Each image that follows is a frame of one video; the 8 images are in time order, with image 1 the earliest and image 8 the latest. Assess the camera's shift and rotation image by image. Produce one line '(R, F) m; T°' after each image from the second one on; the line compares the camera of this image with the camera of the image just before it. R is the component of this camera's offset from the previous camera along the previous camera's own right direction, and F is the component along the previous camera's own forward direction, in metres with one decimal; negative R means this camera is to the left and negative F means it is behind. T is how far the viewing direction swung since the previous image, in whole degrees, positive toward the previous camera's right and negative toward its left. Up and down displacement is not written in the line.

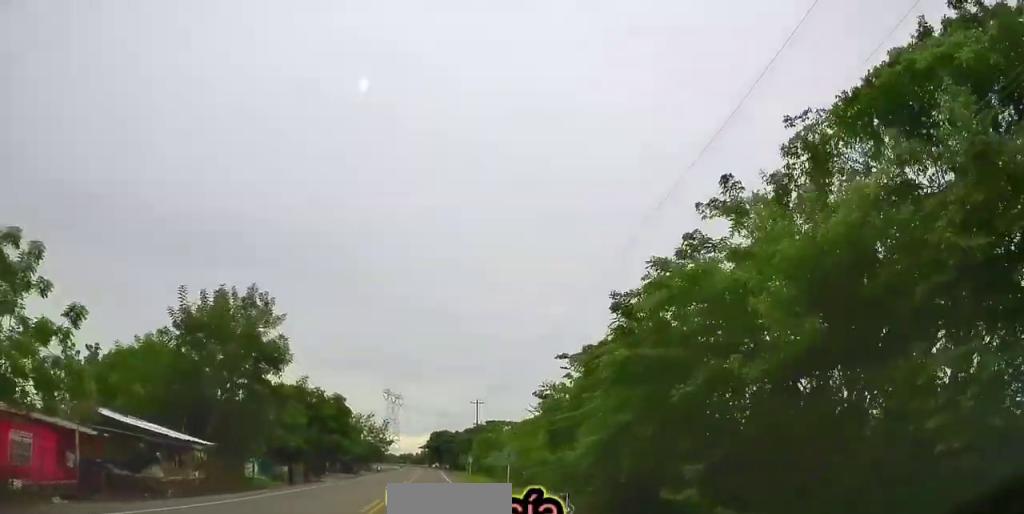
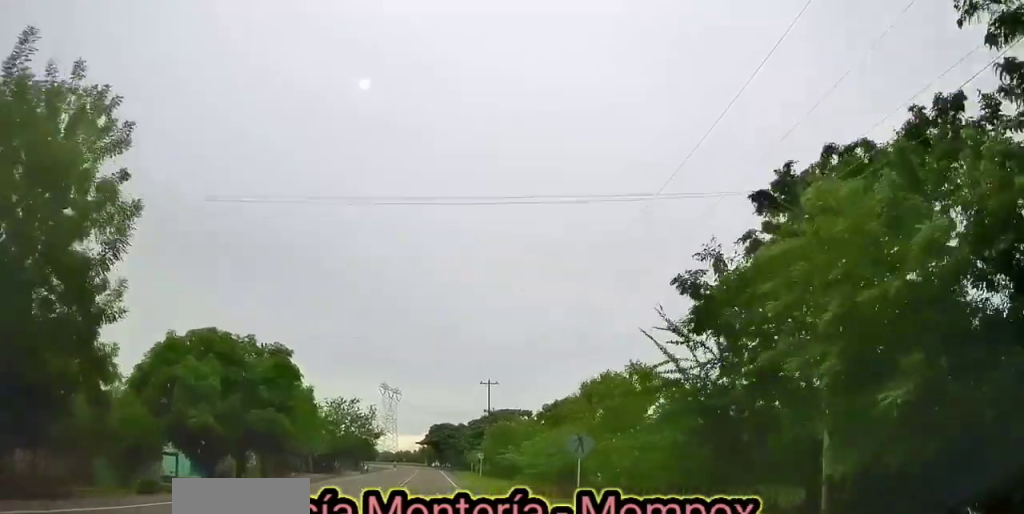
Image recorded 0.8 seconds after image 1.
(+0.4, +17.3) m; +1°
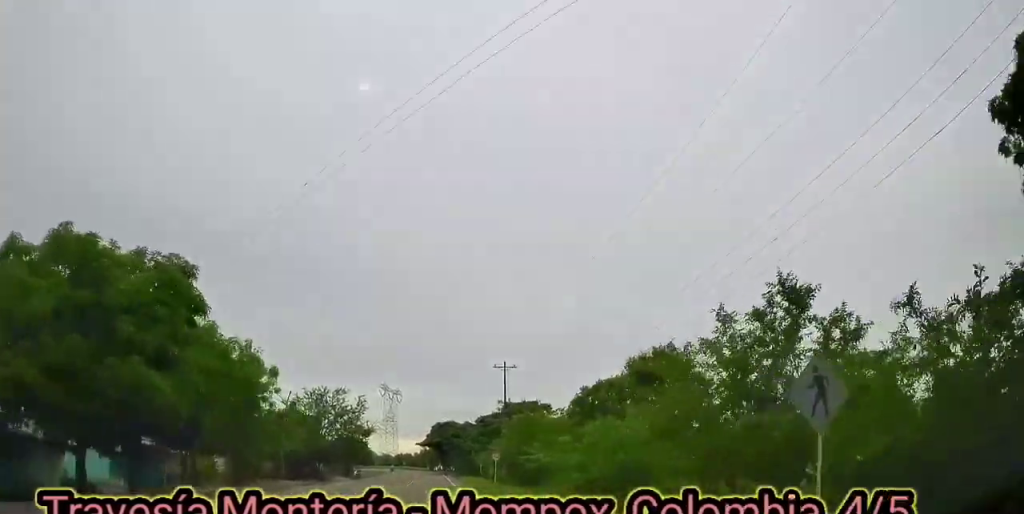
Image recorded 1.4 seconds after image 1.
(0.0, +12.0) m; 0°
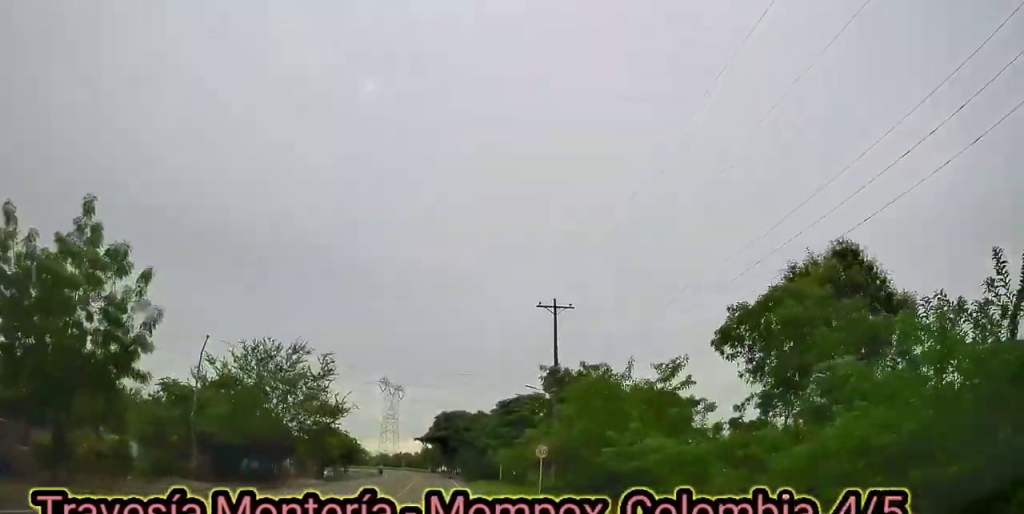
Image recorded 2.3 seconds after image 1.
(0.0, +19.6) m; 0°
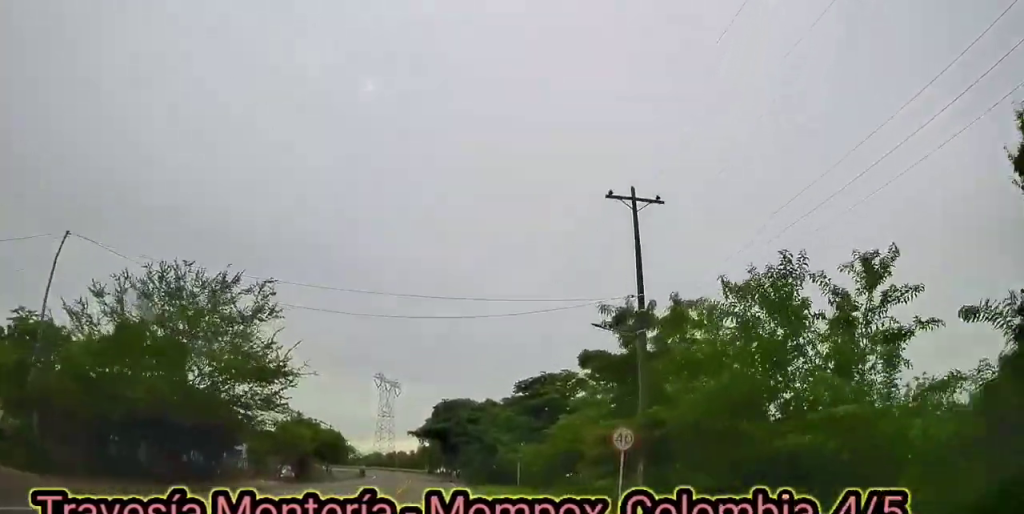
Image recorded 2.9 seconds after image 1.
(0.0, +13.5) m; 0°
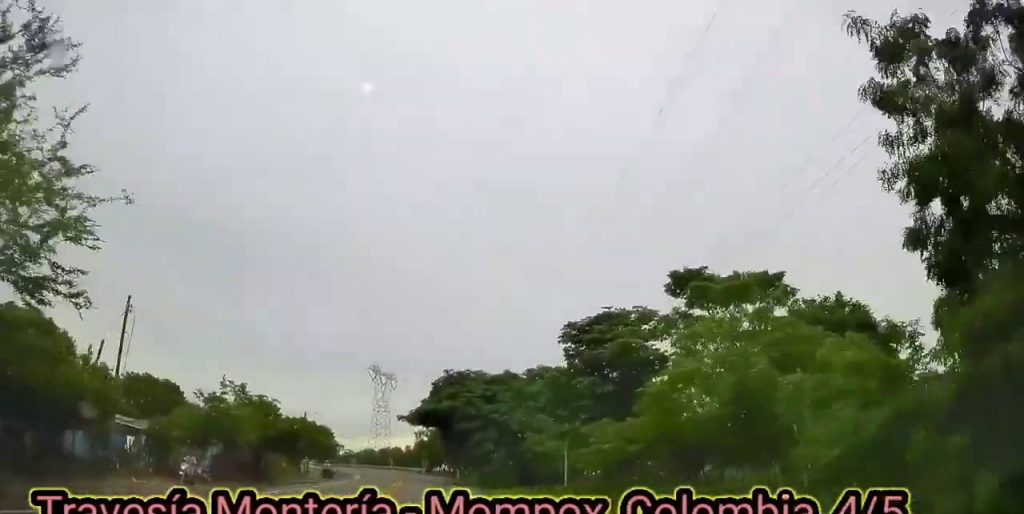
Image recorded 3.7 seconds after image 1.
(0.0, +15.7) m; -1°
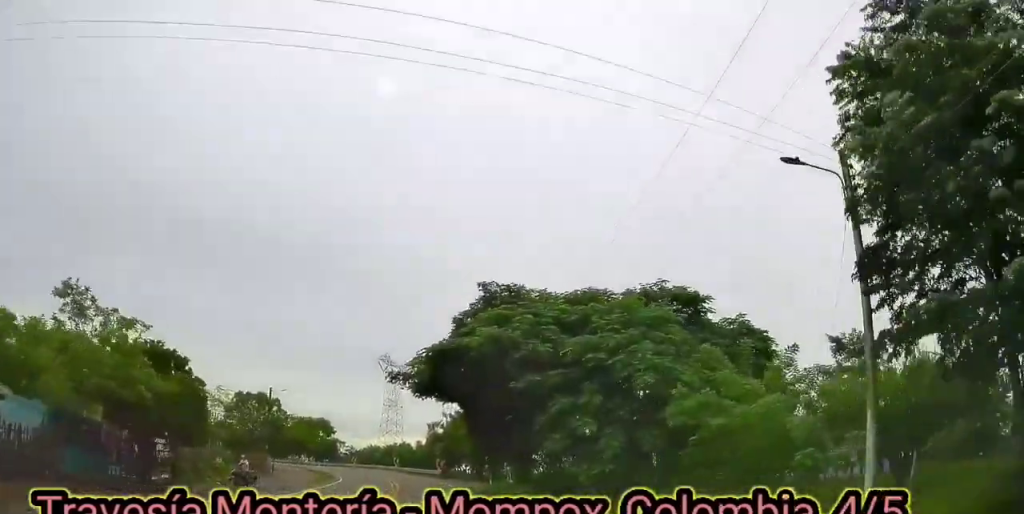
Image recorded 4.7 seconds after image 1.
(-0.3, +20.1) m; 0°
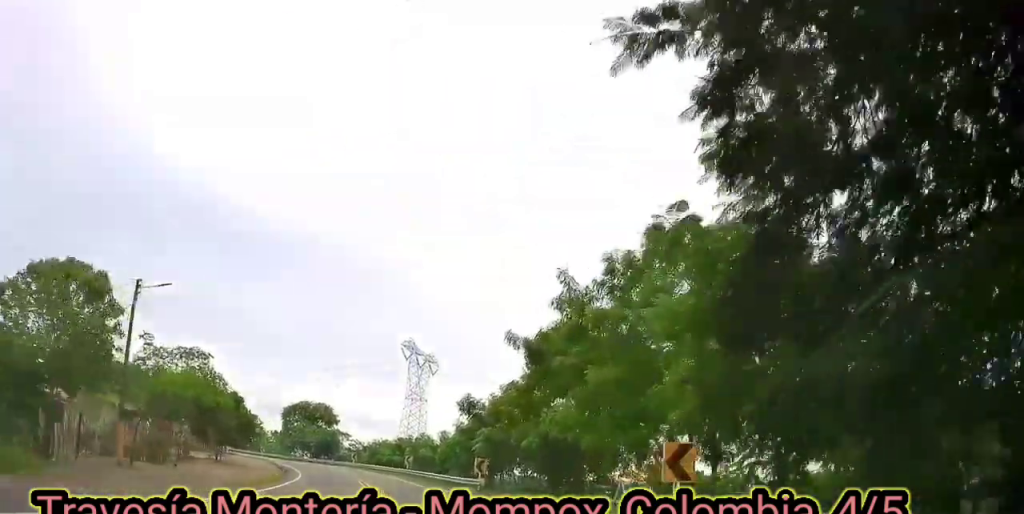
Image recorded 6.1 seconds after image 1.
(+0.2, +28.2) m; -1°
